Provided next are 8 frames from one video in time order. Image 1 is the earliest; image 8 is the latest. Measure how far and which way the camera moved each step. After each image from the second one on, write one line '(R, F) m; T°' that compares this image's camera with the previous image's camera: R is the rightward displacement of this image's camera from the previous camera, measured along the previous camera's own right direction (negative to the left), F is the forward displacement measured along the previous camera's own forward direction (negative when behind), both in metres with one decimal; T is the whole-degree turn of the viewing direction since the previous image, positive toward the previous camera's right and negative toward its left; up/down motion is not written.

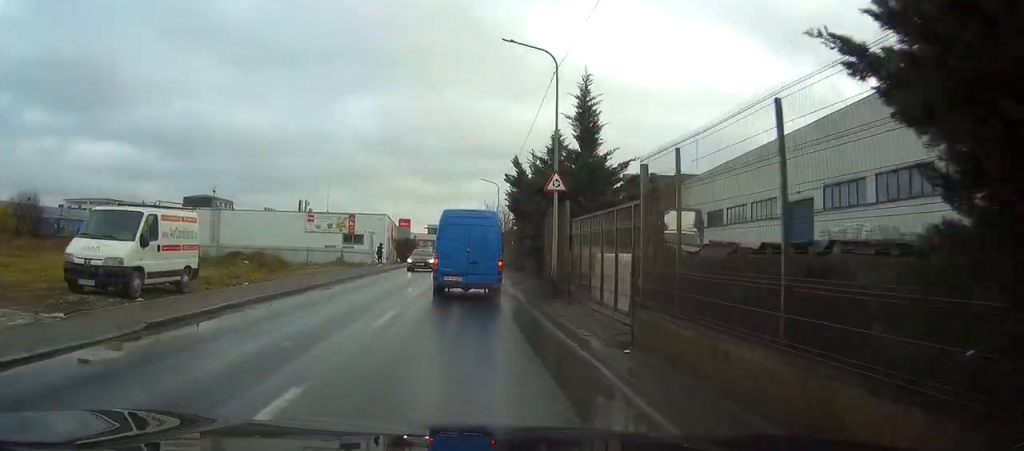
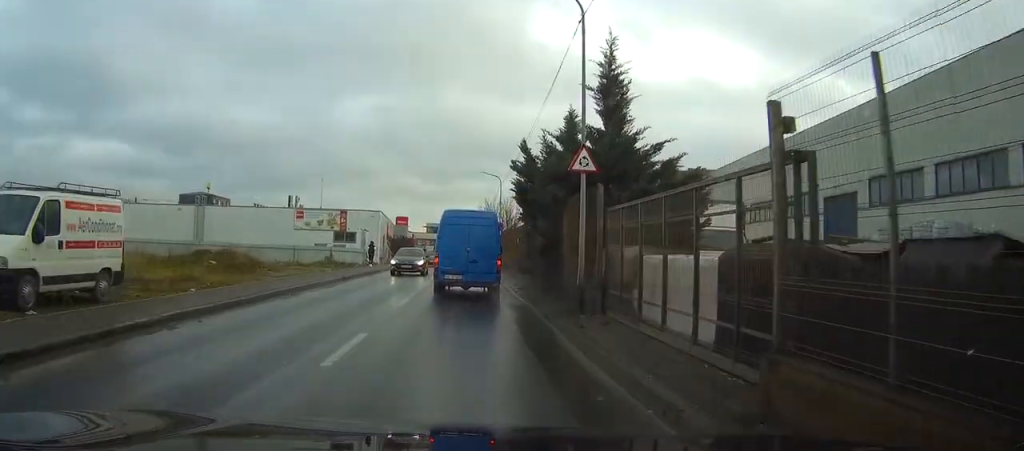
(0.0, +4.6) m; 0°
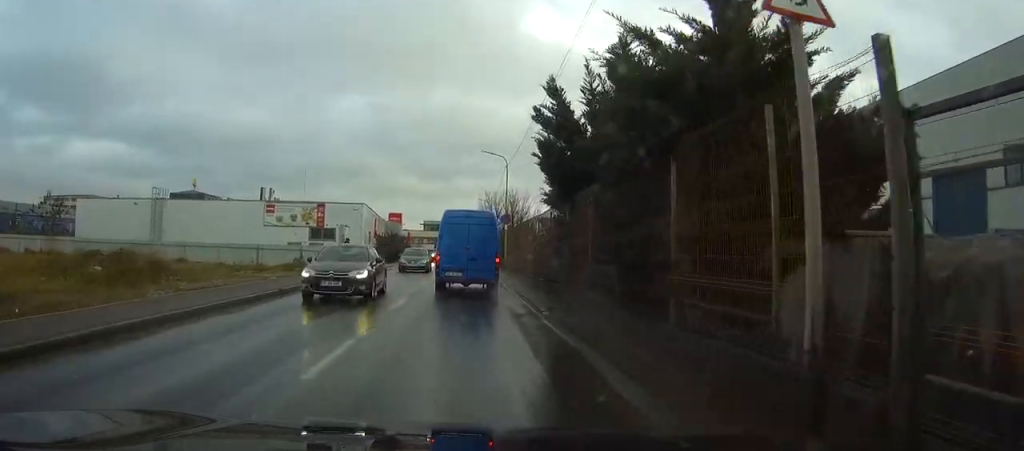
(0.0, +10.0) m; 0°
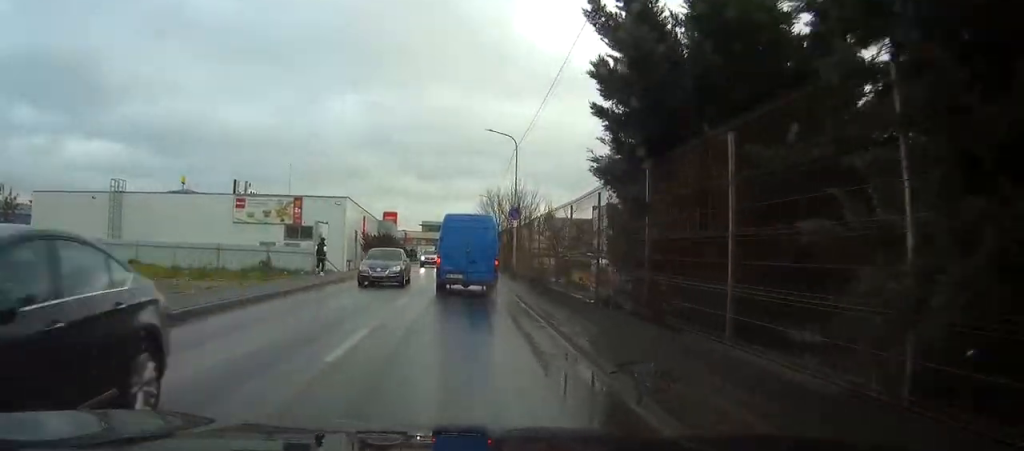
(0.0, +7.8) m; 0°
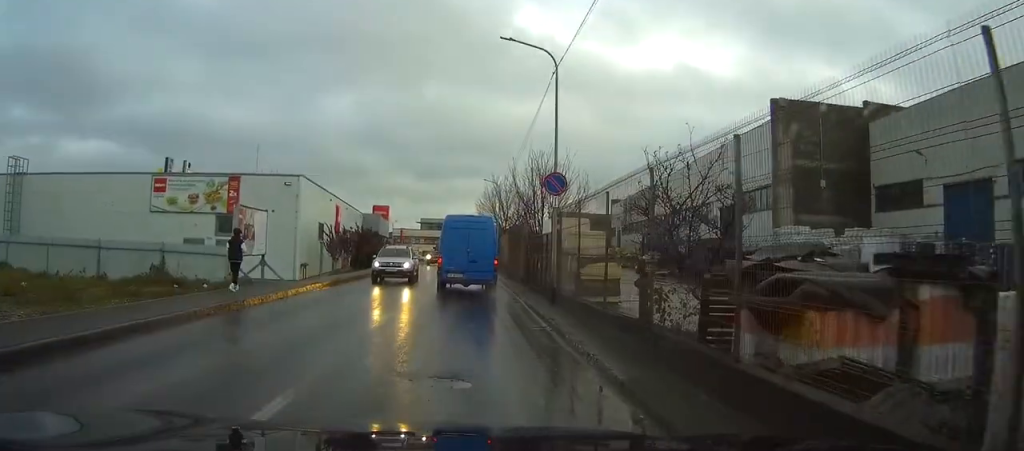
(0.0, +14.0) m; -1°
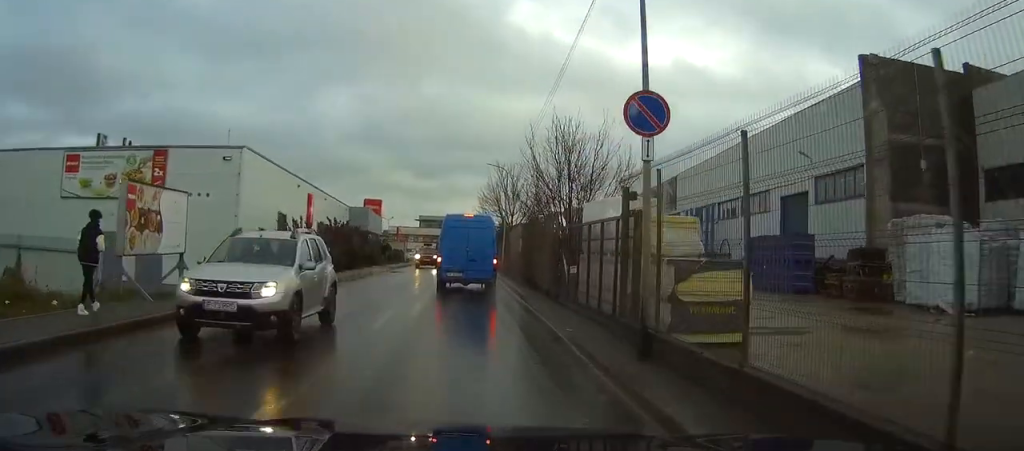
(0.0, +8.9) m; 0°
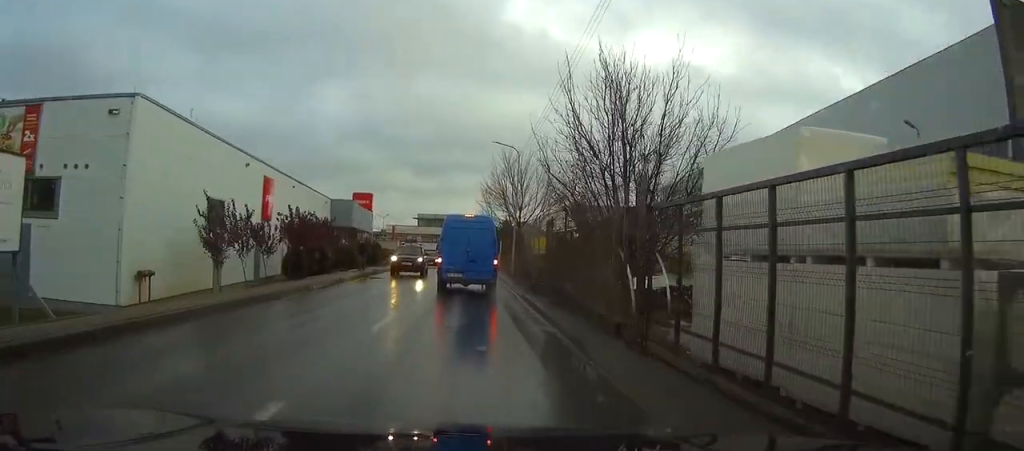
(0.0, +8.6) m; +1°
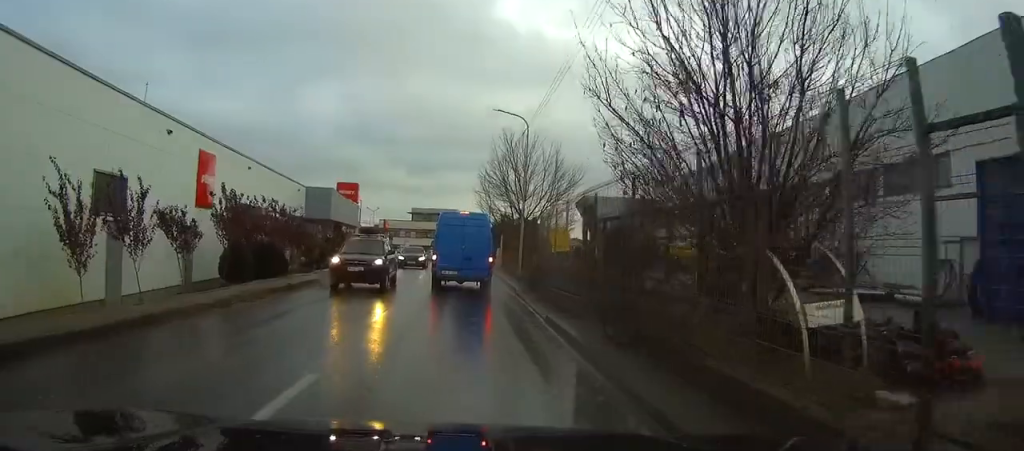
(+0.1, +6.9) m; 0°
